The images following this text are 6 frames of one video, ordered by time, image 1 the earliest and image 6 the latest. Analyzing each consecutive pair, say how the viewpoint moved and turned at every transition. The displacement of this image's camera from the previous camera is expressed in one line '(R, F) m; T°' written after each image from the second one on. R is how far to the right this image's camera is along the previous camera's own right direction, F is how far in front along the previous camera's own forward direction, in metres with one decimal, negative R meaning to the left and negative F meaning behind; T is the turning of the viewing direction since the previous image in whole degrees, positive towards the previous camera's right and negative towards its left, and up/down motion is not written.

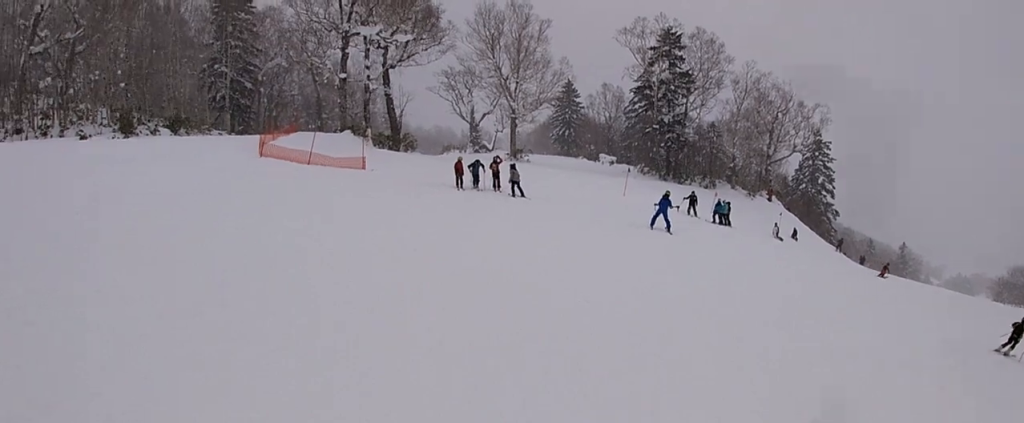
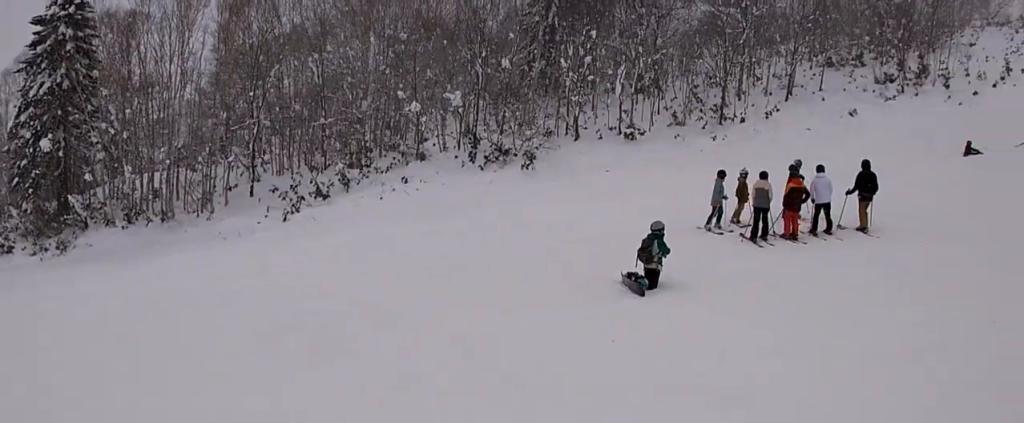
(+6.6, +12.7) m; +34°
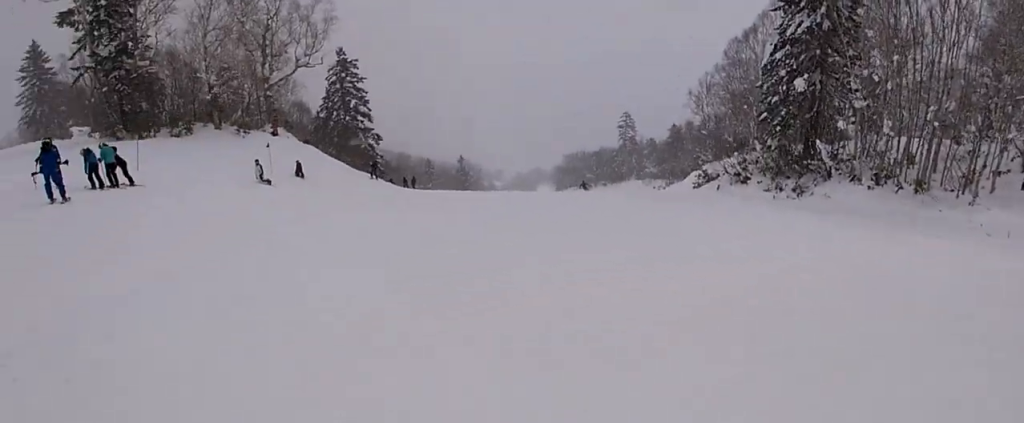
(+0.1, +4.2) m; -13°
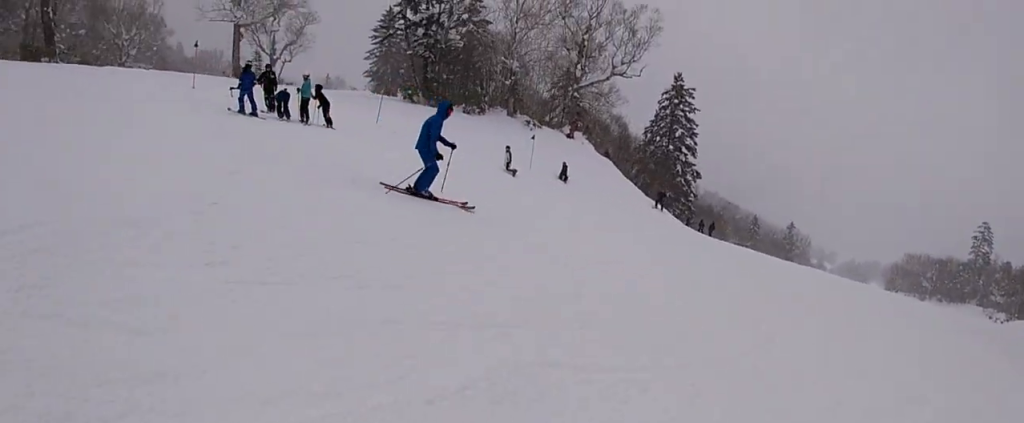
(-1.5, +5.6) m; -18°
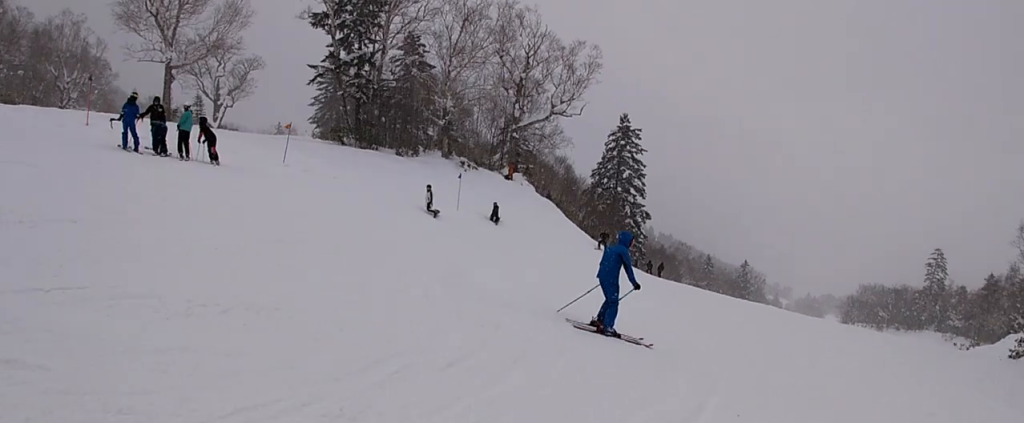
(-0.1, +2.9) m; +6°
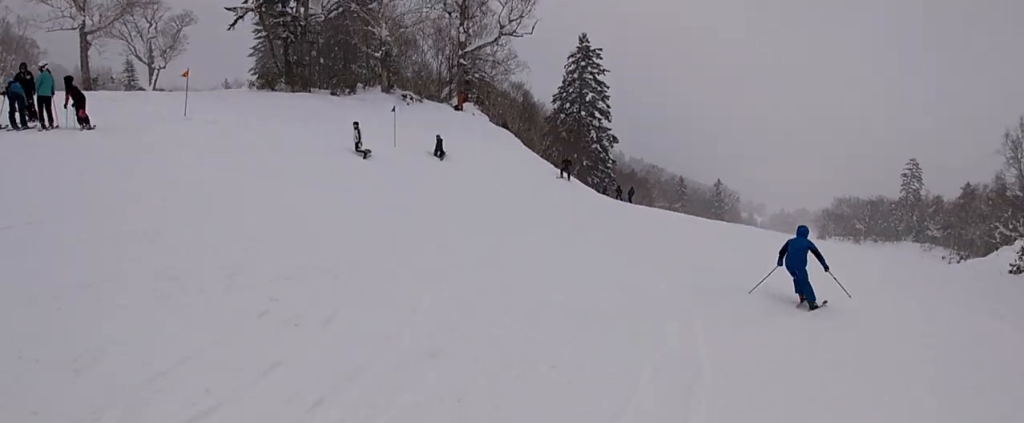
(-0.4, +3.0) m; +9°
